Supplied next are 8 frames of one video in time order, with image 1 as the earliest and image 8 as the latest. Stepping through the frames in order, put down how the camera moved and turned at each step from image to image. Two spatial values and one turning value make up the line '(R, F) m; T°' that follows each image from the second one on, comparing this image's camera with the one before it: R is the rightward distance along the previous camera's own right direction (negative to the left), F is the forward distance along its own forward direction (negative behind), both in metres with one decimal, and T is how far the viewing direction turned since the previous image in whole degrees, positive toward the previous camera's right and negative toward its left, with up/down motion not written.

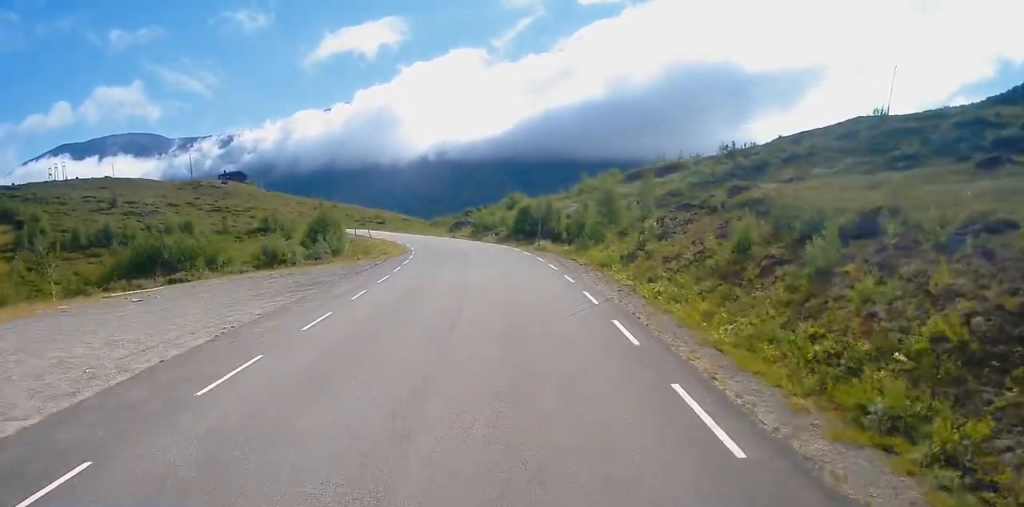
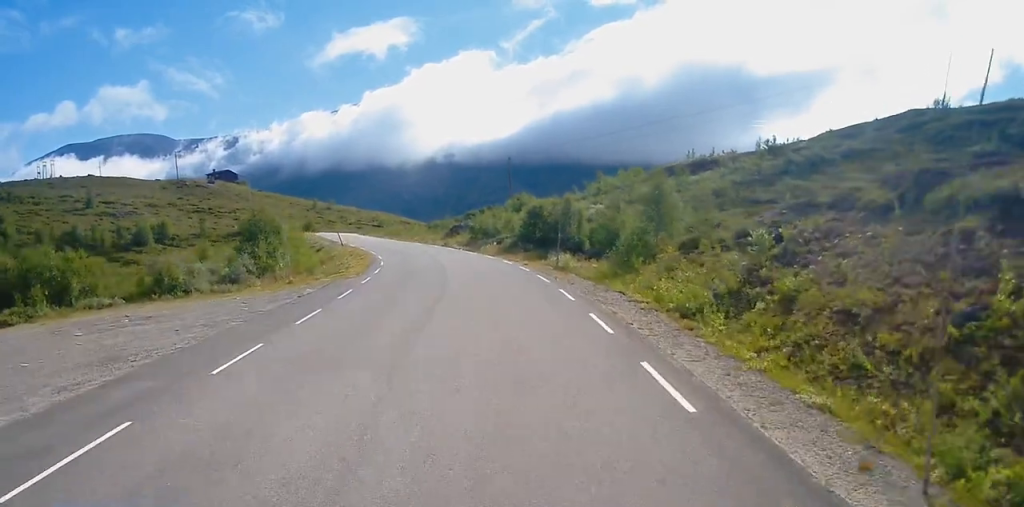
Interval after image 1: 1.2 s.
(0.0, +16.3) m; -1°
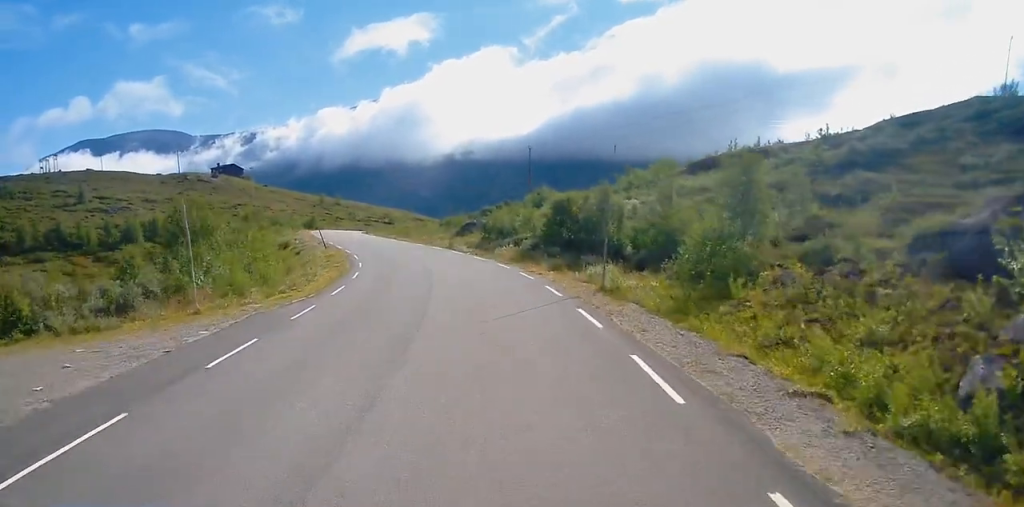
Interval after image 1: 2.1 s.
(-0.1, +11.8) m; -3°
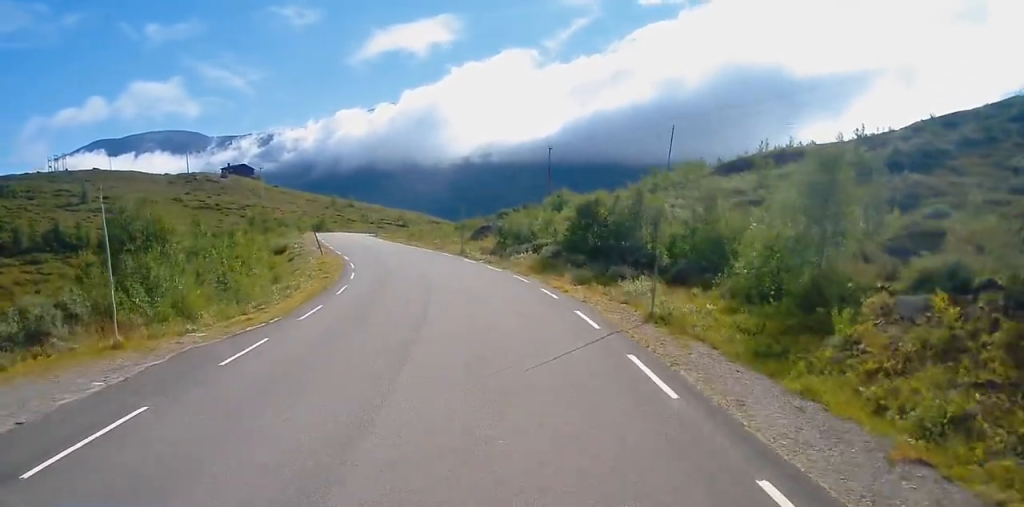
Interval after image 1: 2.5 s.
(-0.2, +5.6) m; -2°
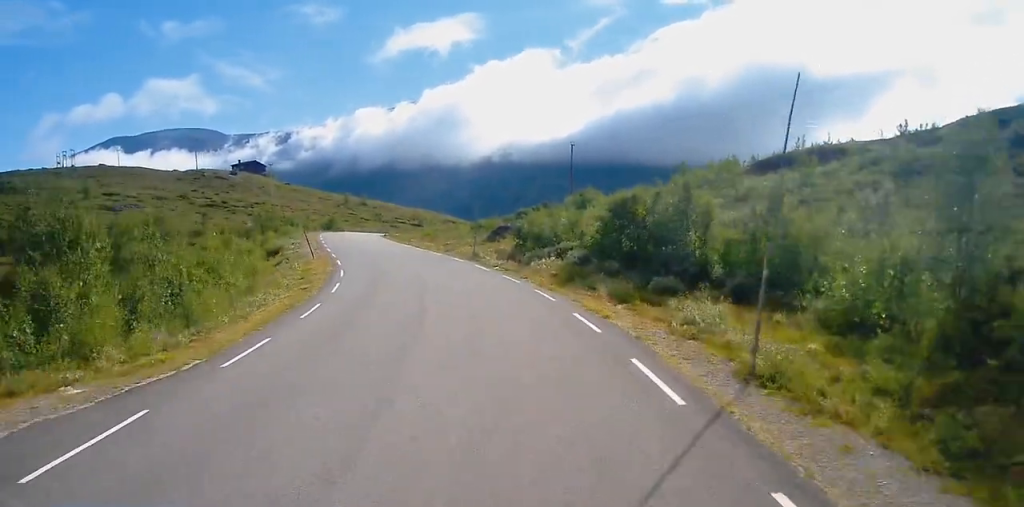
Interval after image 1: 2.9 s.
(-0.1, +6.3) m; -2°
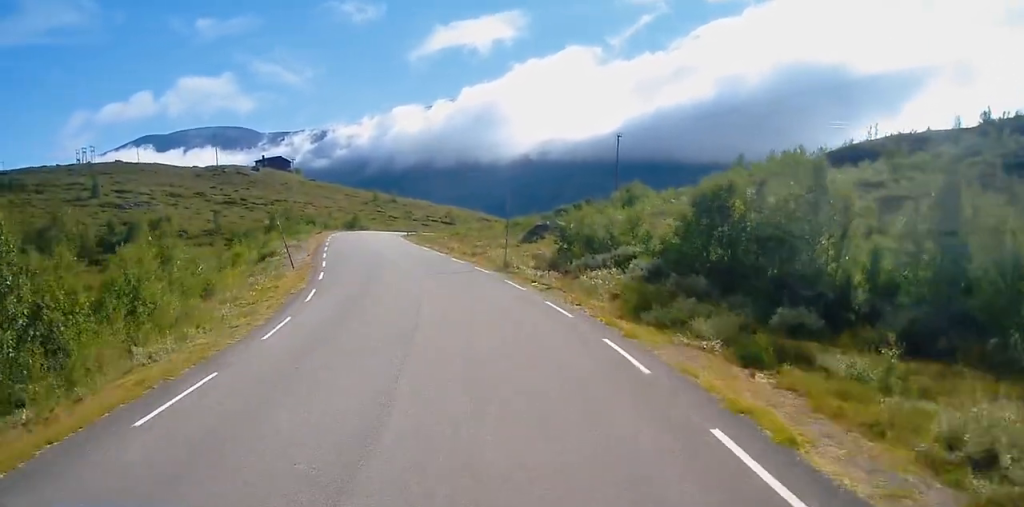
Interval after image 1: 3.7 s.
(-0.3, +10.1) m; -2°
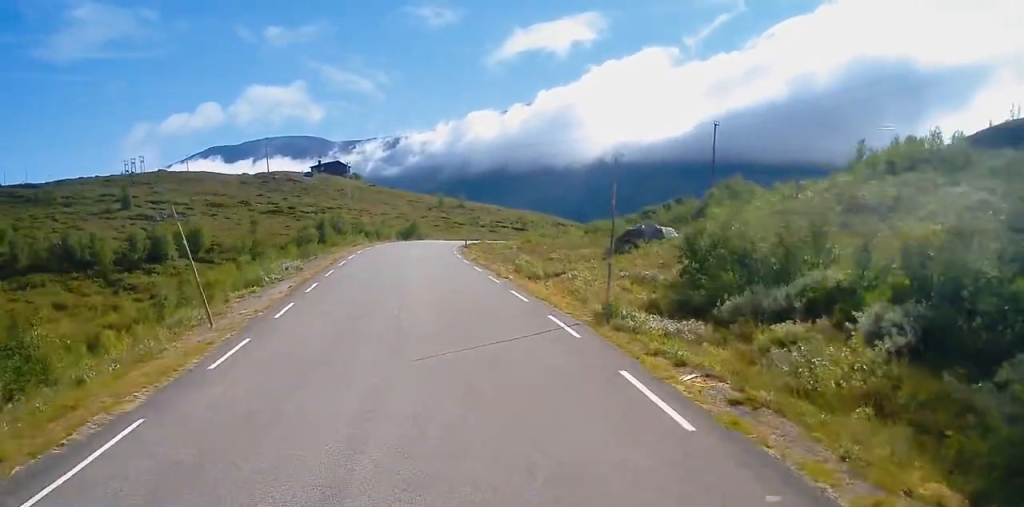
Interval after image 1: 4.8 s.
(-0.2, +14.9) m; -5°
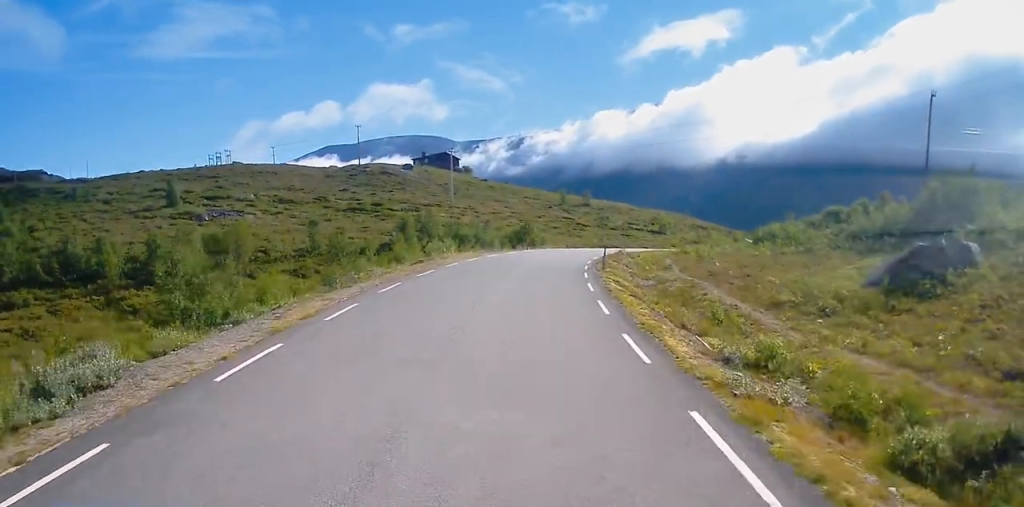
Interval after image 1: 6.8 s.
(-2.2, +26.1) m; -5°
